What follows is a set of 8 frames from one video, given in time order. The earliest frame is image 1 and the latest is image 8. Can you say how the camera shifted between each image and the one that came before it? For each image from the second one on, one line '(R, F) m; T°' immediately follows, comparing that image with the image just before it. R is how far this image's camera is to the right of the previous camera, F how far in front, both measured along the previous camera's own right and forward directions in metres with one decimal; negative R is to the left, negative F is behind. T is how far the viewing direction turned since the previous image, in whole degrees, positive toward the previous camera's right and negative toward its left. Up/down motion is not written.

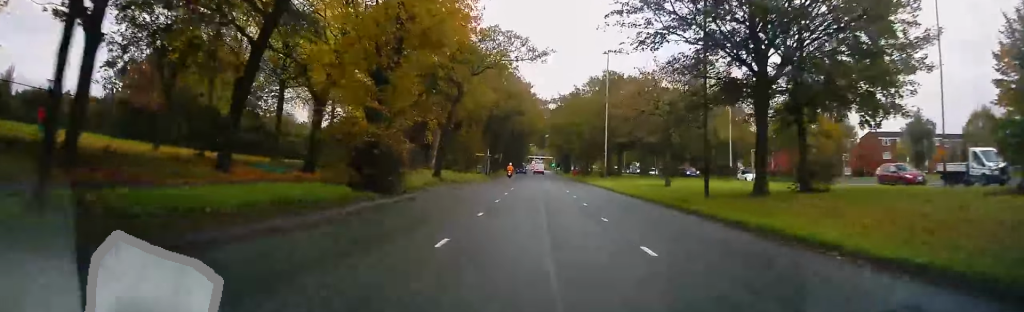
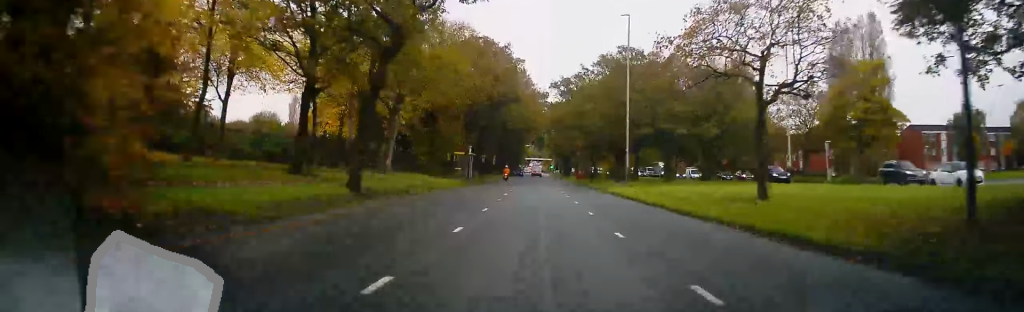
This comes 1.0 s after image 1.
(0.0, +15.6) m; -1°
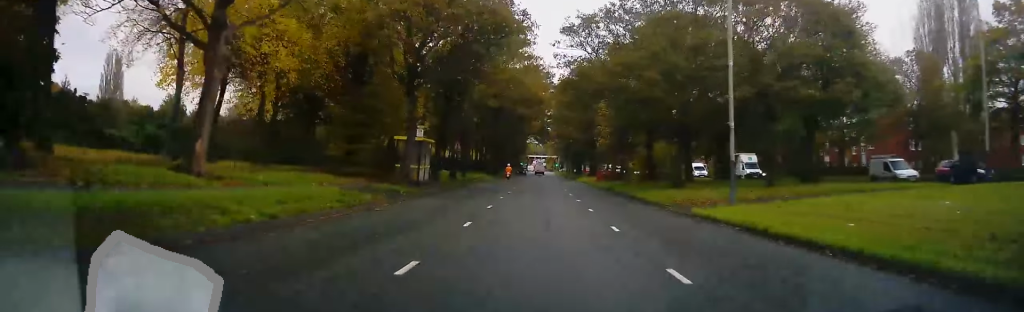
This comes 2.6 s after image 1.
(-0.6, +23.1) m; -1°
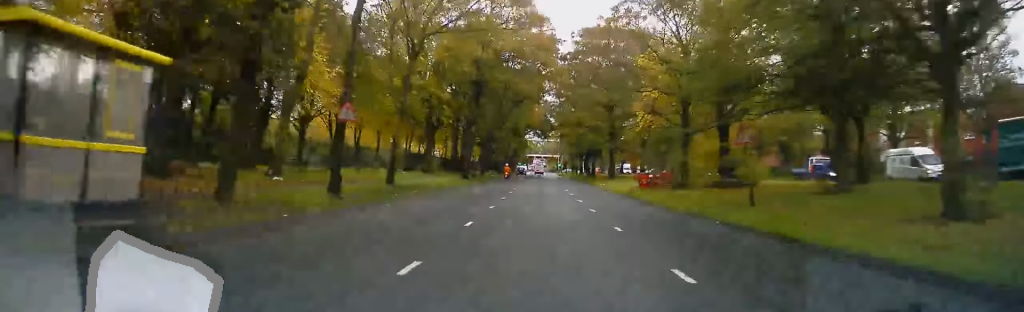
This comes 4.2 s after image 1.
(+0.5, +24.2) m; +1°
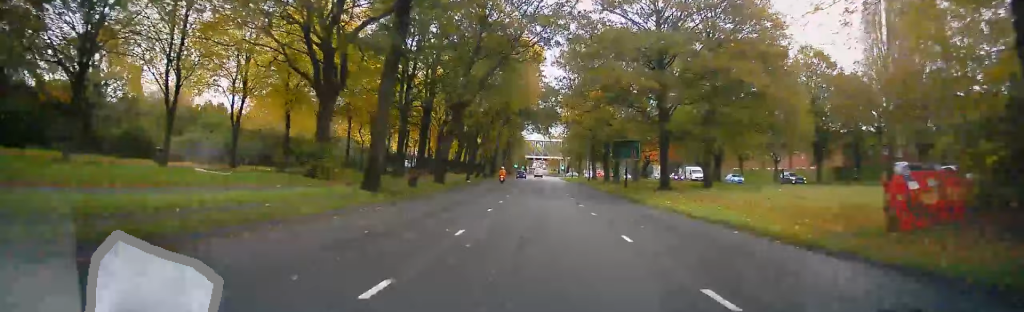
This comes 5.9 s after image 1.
(-0.1, +25.8) m; 0°
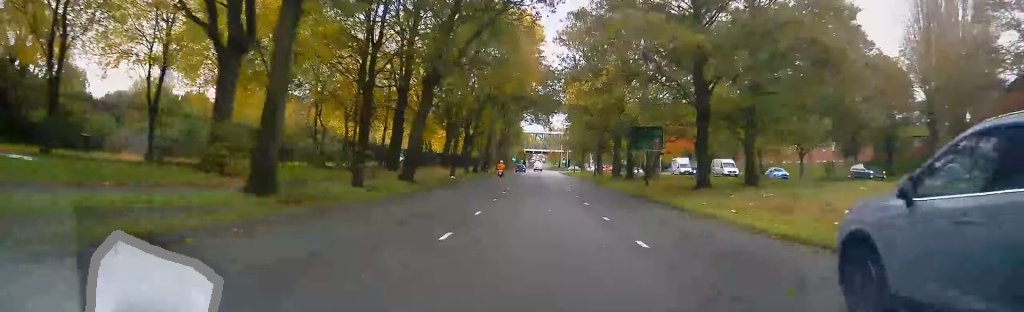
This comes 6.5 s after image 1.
(0.0, +8.9) m; 0°
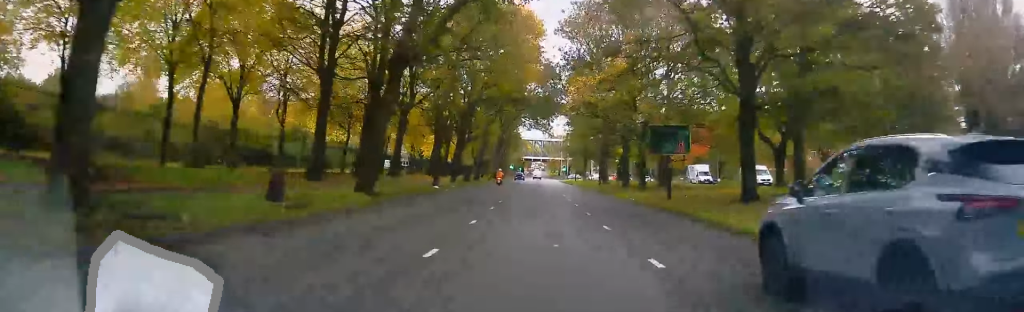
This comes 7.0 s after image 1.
(0.0, +6.3) m; 0°
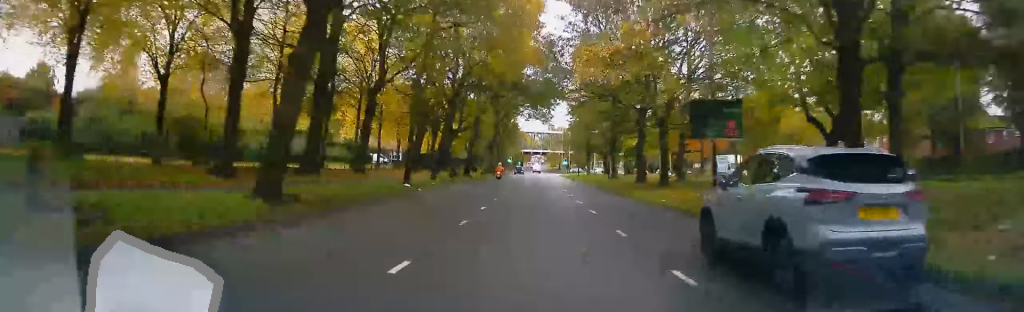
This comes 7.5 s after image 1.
(0.0, +7.8) m; 0°
